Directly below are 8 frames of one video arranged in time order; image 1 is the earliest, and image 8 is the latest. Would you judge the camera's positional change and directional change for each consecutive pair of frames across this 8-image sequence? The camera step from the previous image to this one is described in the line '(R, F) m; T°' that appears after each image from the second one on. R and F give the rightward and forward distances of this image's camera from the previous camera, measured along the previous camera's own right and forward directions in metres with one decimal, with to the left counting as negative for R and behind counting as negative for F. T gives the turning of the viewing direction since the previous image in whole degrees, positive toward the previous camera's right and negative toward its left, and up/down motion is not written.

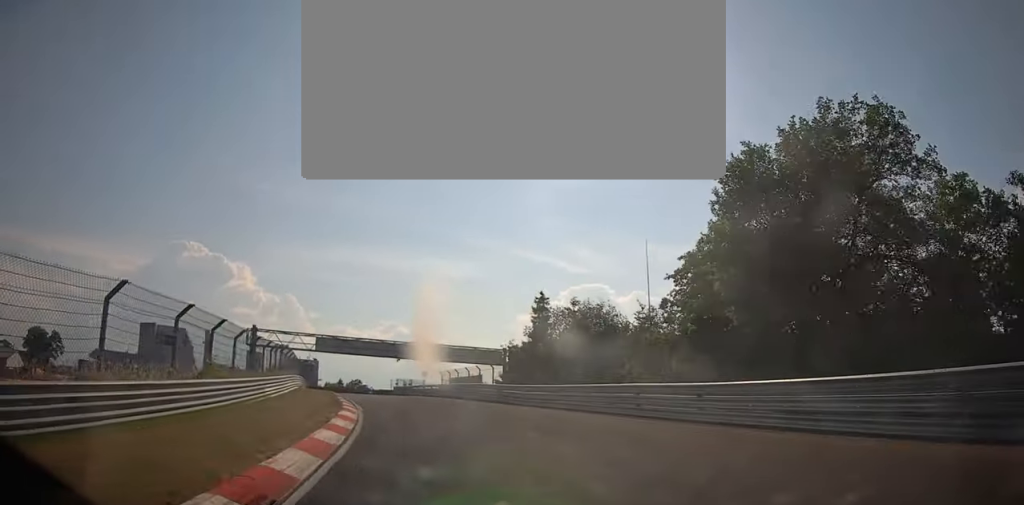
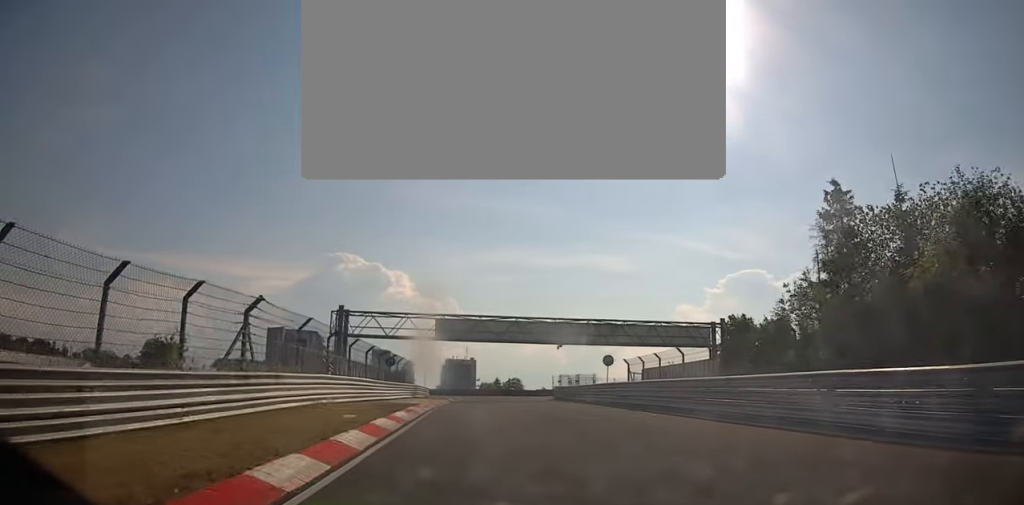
(-5.6, +24.9) m; -15°
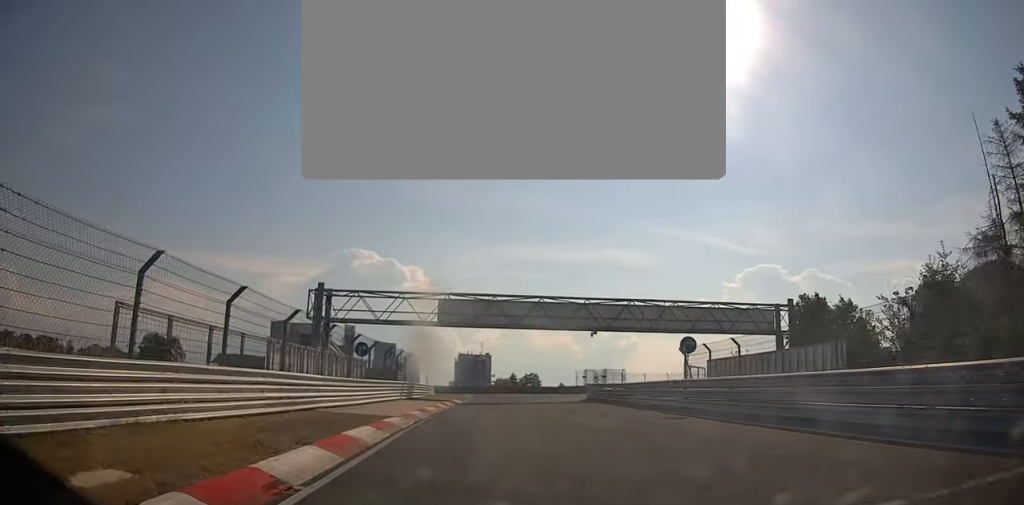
(-0.2, +10.1) m; 0°
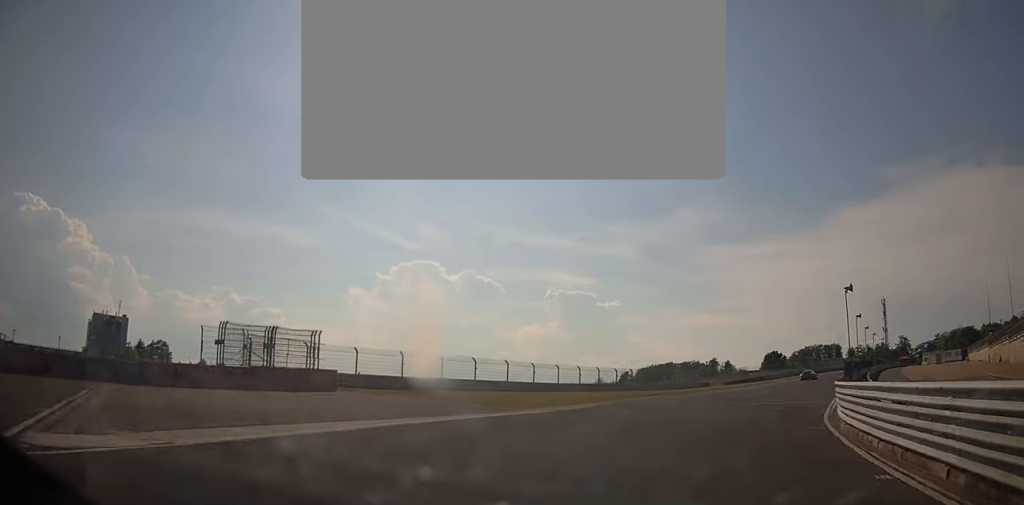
(+9.8, +48.9) m; +43°
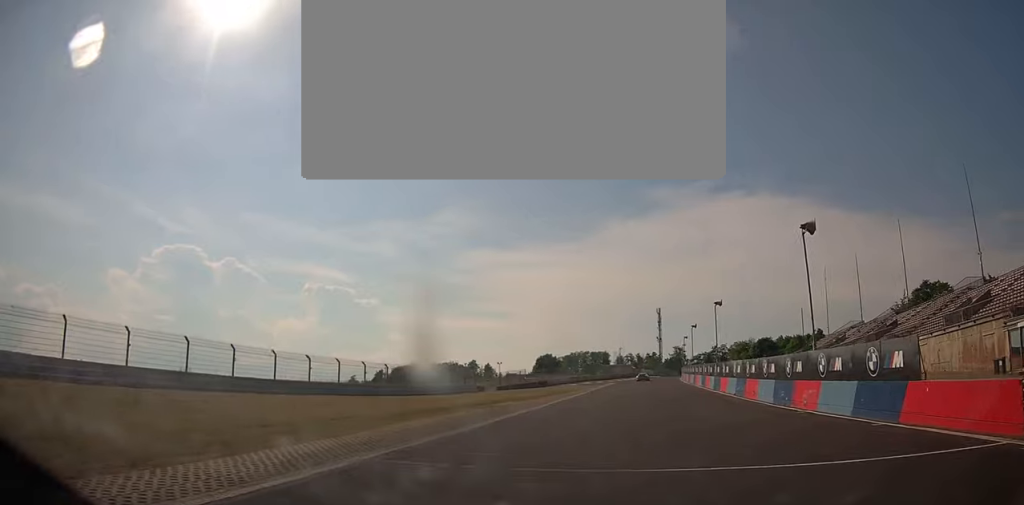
(+5.5, +21.9) m; +20°
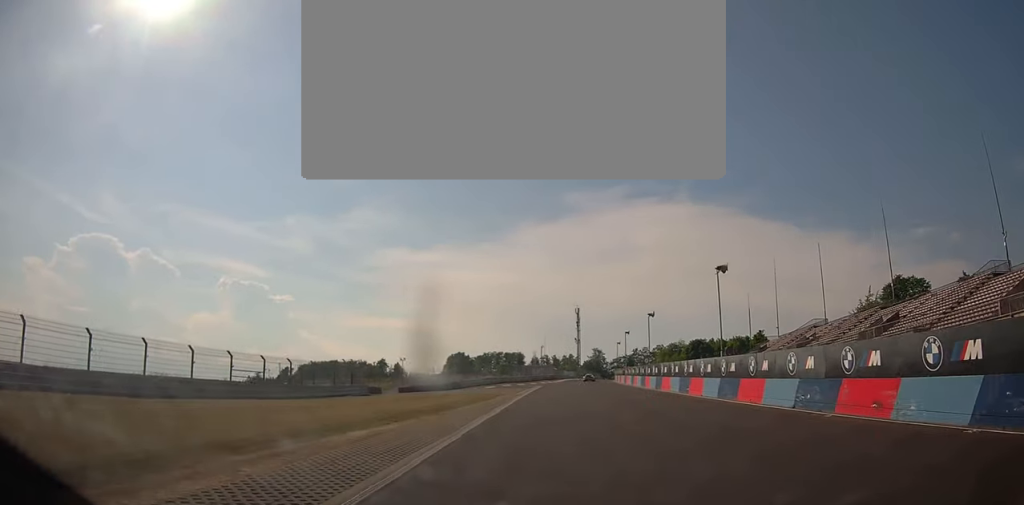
(+1.4, +17.7) m; +6°
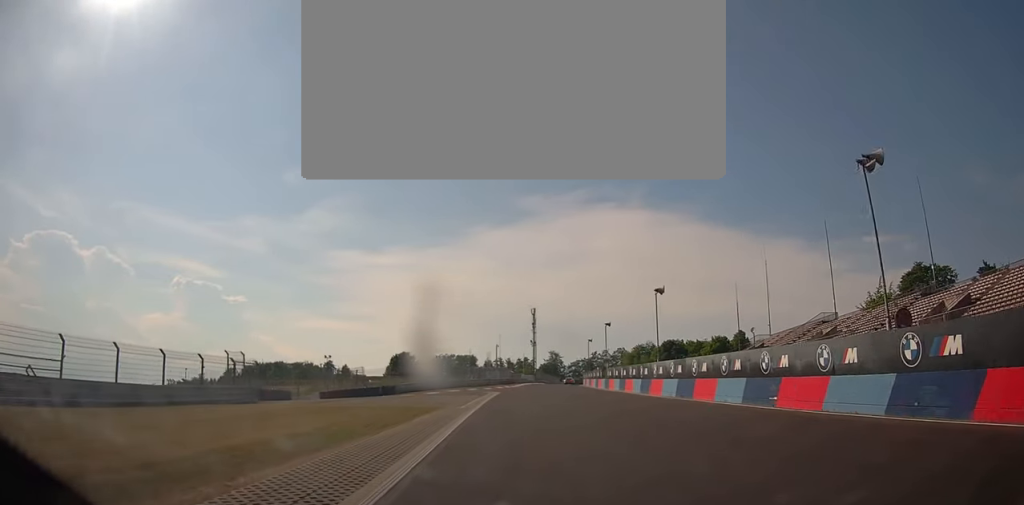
(+0.7, +17.7) m; +3°
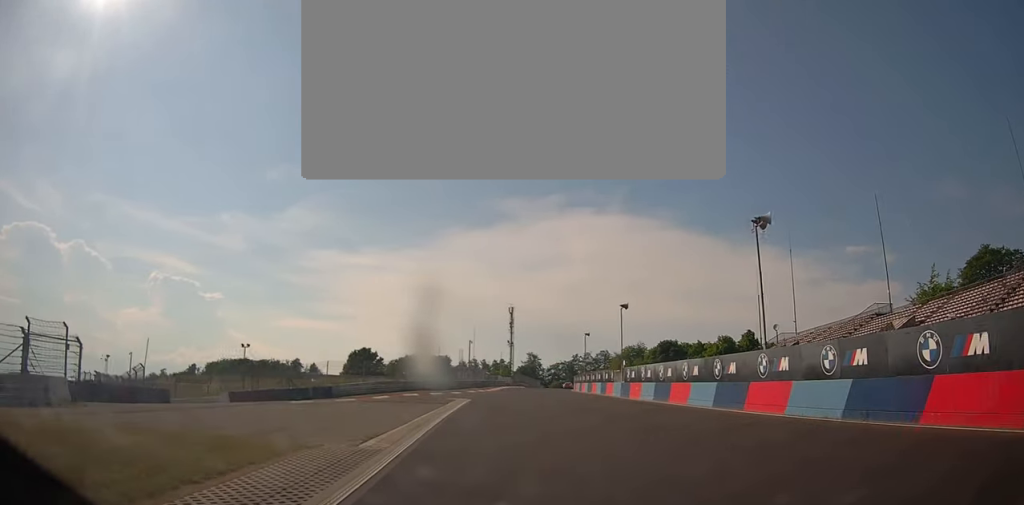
(+0.3, +17.9) m; +2°
